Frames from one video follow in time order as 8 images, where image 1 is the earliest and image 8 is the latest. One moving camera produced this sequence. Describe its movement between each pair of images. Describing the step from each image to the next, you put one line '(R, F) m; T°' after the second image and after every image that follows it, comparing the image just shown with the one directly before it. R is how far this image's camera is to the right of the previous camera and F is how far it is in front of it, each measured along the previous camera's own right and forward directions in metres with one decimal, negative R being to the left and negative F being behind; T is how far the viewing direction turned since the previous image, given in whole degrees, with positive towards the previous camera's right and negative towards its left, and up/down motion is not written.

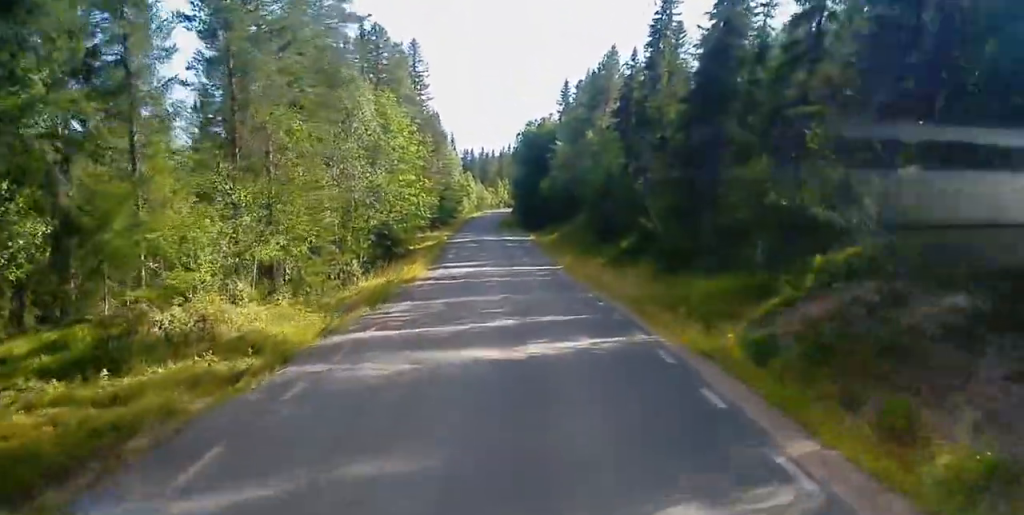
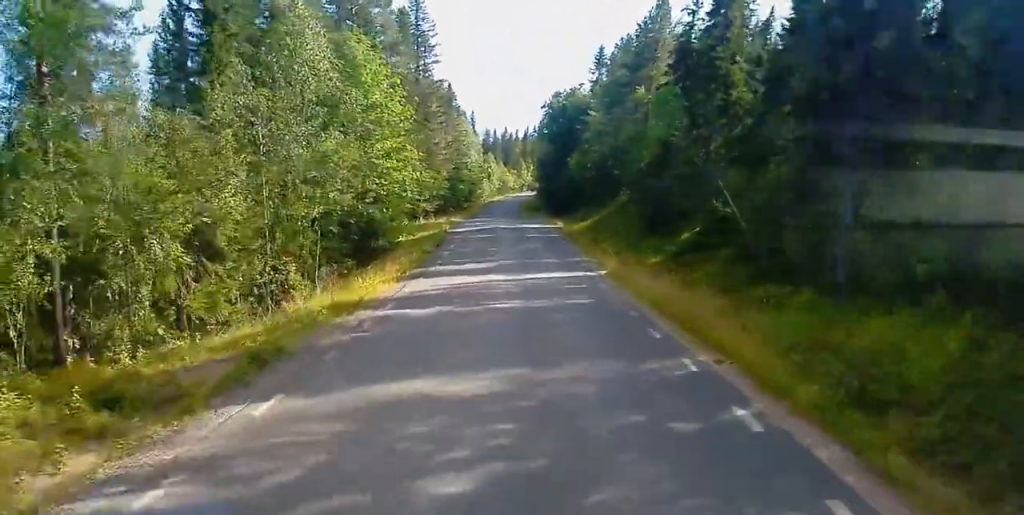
(-0.2, +13.6) m; -1°
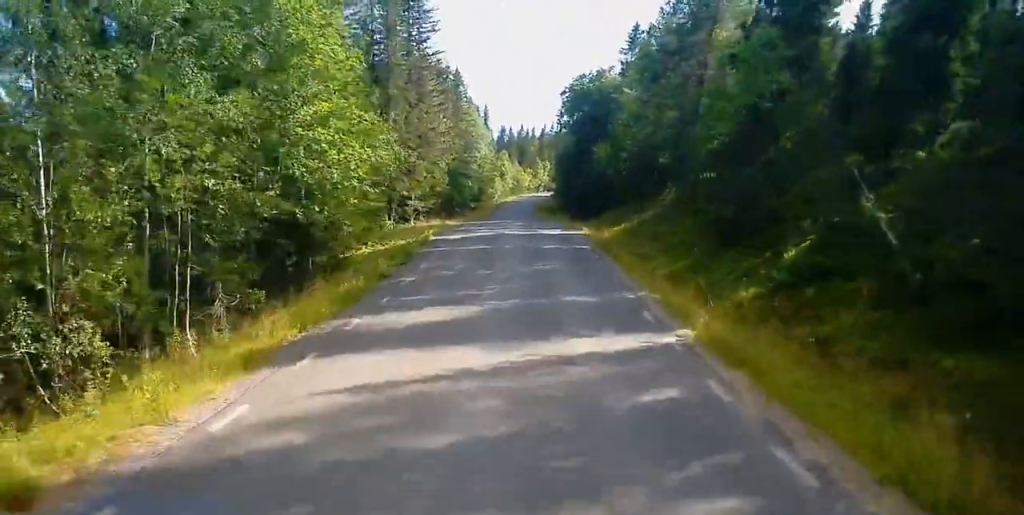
(-0.1, +13.8) m; -1°
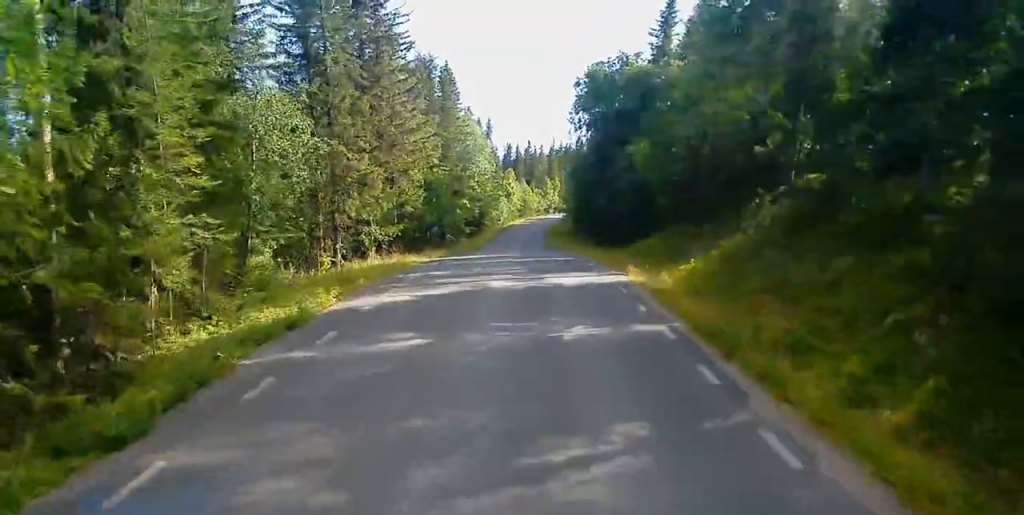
(-0.4, +18.0) m; -2°
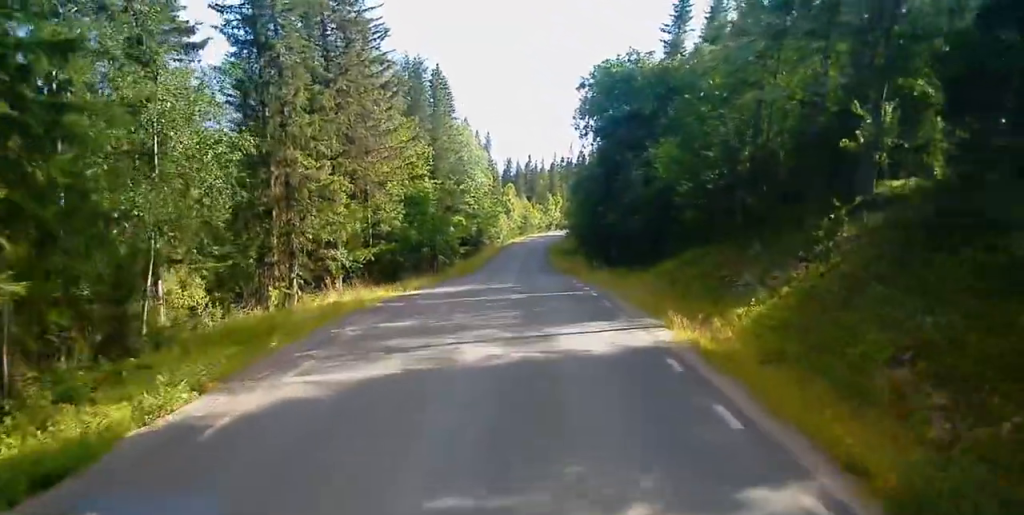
(-0.1, +7.5) m; 0°
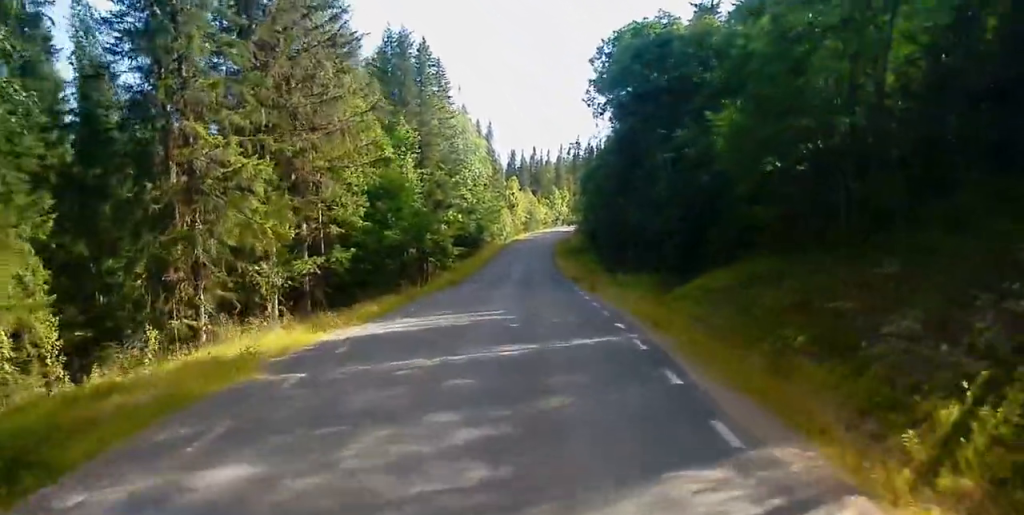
(+0.1, +9.5) m; 0°
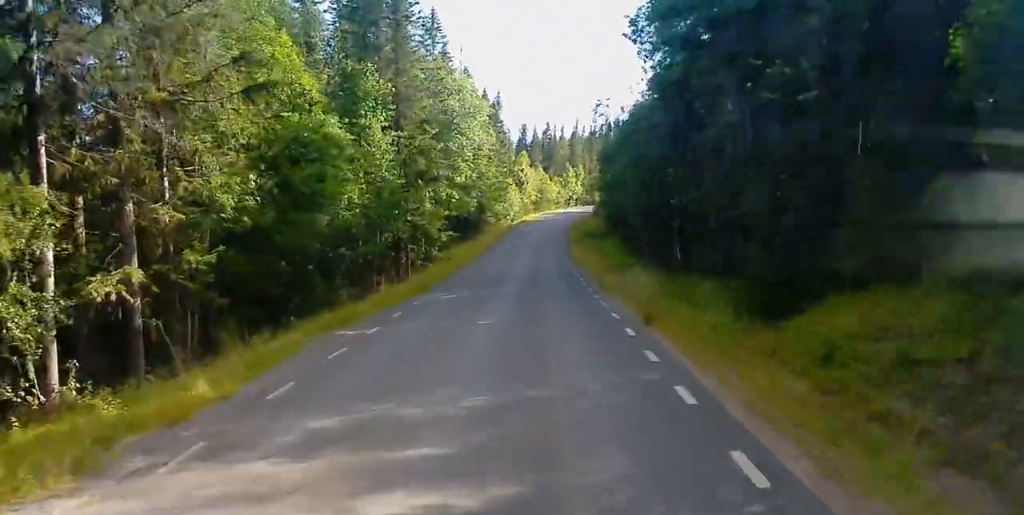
(0.0, +13.1) m; 0°
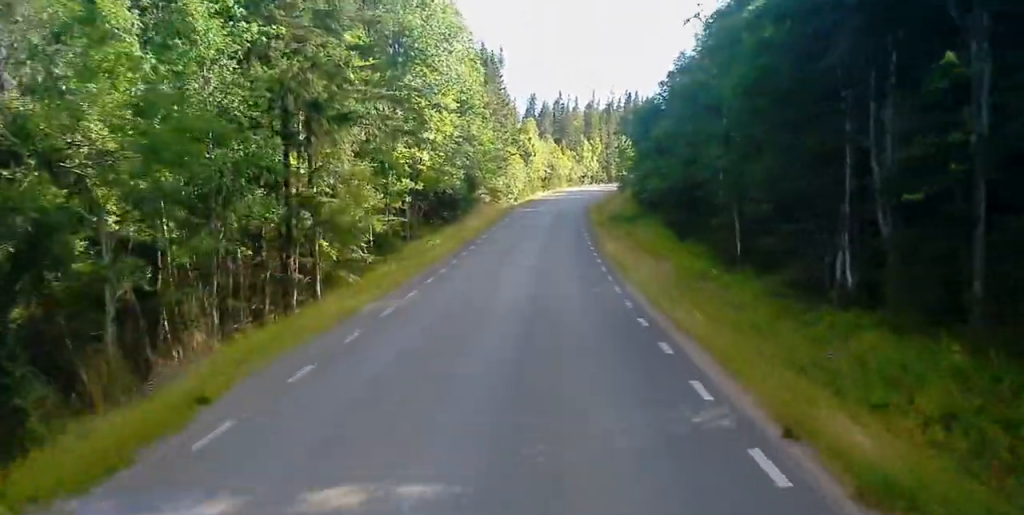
(+0.1, +21.3) m; -1°
